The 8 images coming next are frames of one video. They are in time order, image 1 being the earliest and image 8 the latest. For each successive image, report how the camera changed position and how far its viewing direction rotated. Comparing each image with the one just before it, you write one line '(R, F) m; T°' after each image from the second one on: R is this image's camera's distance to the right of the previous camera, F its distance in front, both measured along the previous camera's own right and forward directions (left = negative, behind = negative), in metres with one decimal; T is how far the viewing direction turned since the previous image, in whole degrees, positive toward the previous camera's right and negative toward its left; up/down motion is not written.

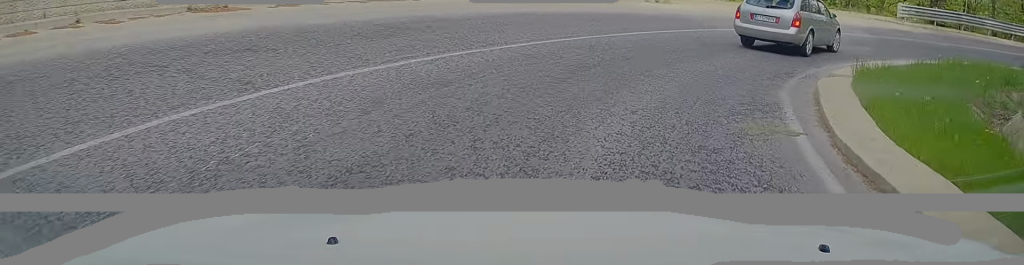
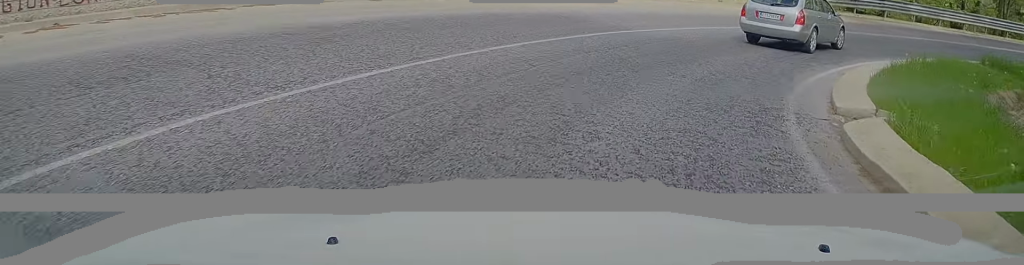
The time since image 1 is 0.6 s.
(+0.8, +4.3) m; +13°
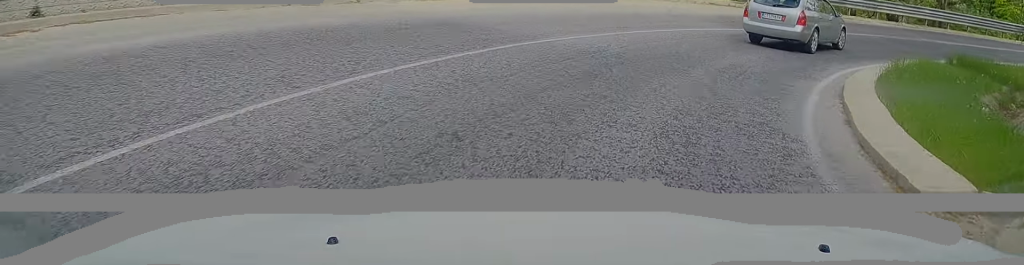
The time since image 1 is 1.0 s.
(+0.3, +3.5) m; +10°
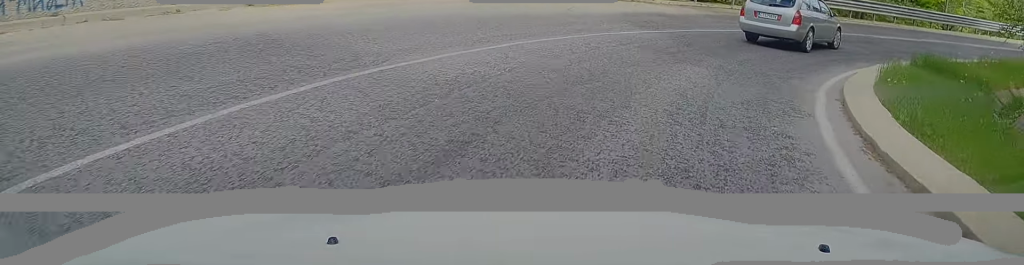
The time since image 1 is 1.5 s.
(+0.5, +3.9) m; +10°
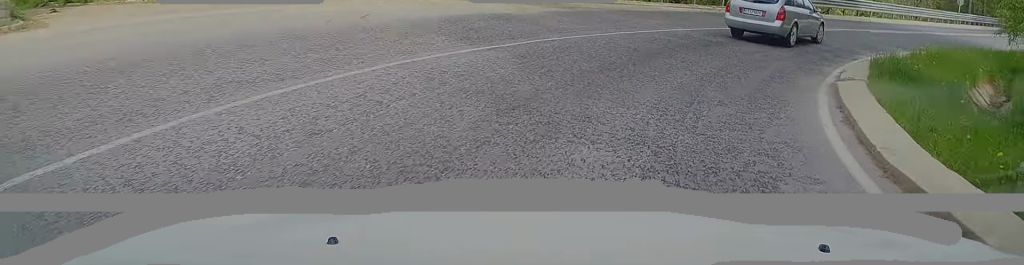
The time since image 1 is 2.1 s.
(+0.2, +5.8) m; +14°
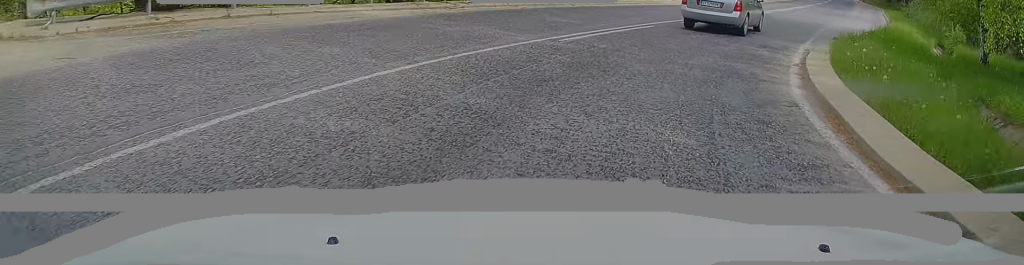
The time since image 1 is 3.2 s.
(+2.1, +9.7) m; +19°
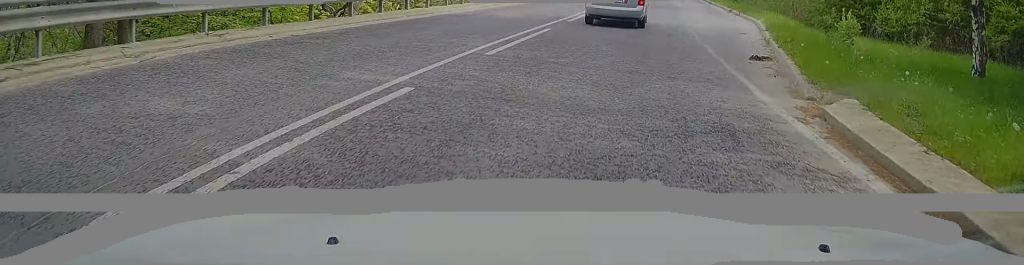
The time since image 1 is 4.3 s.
(+1.4, +10.3) m; +15°
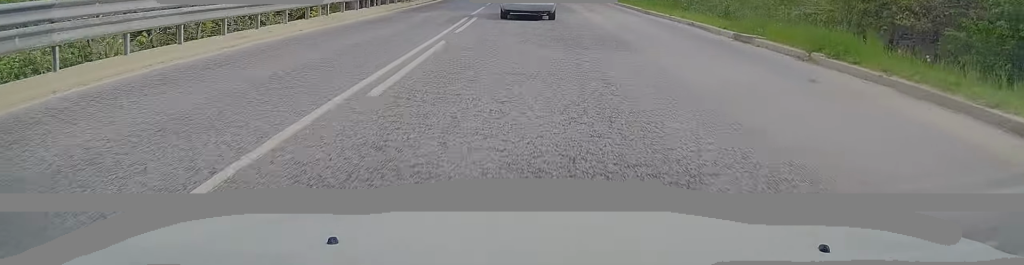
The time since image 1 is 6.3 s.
(+4.2, +20.7) m; +17°
